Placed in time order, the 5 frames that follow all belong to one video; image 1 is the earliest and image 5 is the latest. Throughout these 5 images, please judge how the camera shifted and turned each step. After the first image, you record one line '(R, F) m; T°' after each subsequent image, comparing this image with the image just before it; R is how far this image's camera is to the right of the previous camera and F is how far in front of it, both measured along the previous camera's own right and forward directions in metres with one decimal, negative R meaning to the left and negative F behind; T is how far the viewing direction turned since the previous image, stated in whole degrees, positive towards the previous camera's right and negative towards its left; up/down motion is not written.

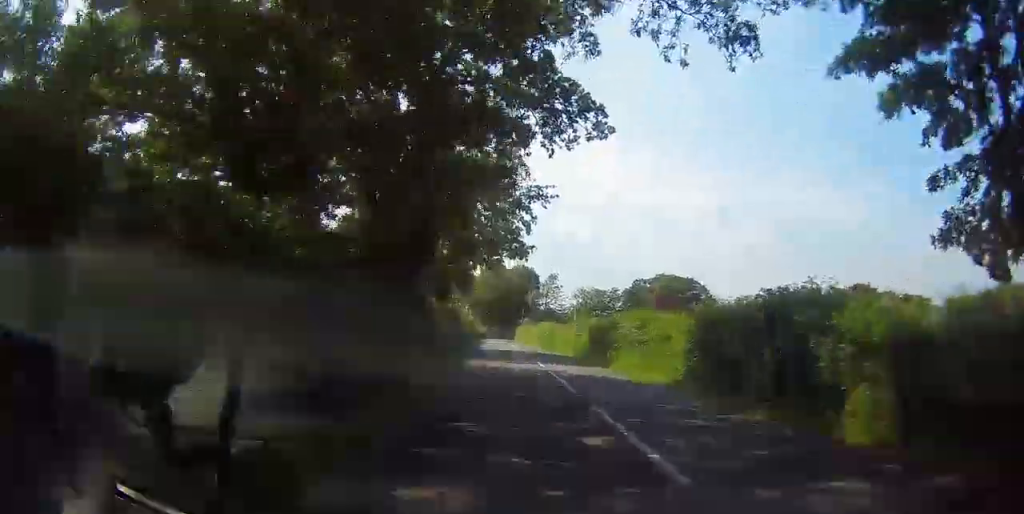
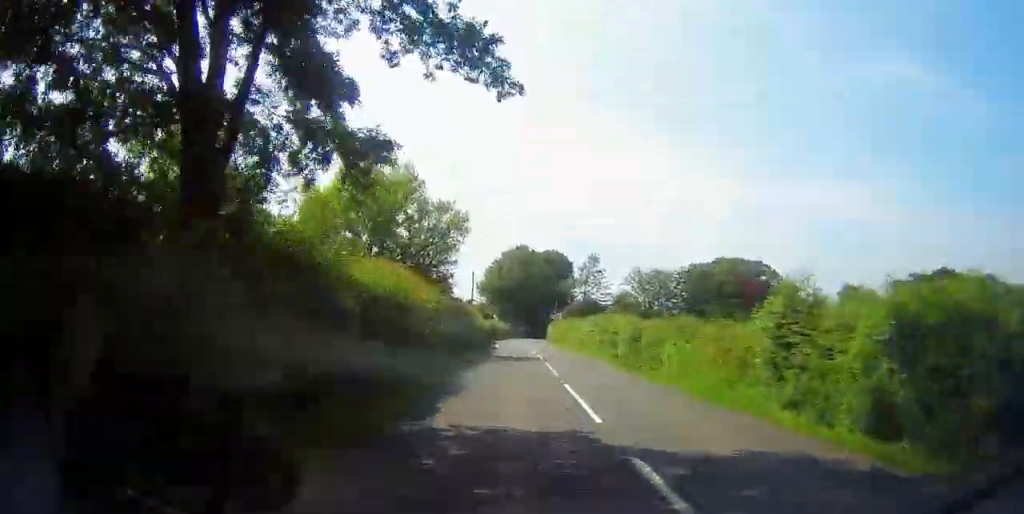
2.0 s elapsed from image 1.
(+0.2, +33.5) m; -1°
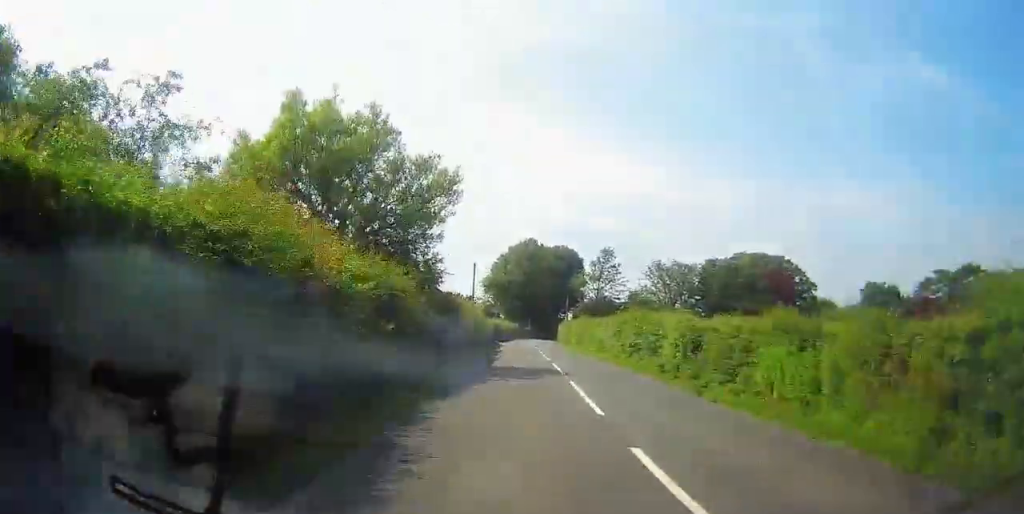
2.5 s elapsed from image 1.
(0.0, +8.7) m; -1°
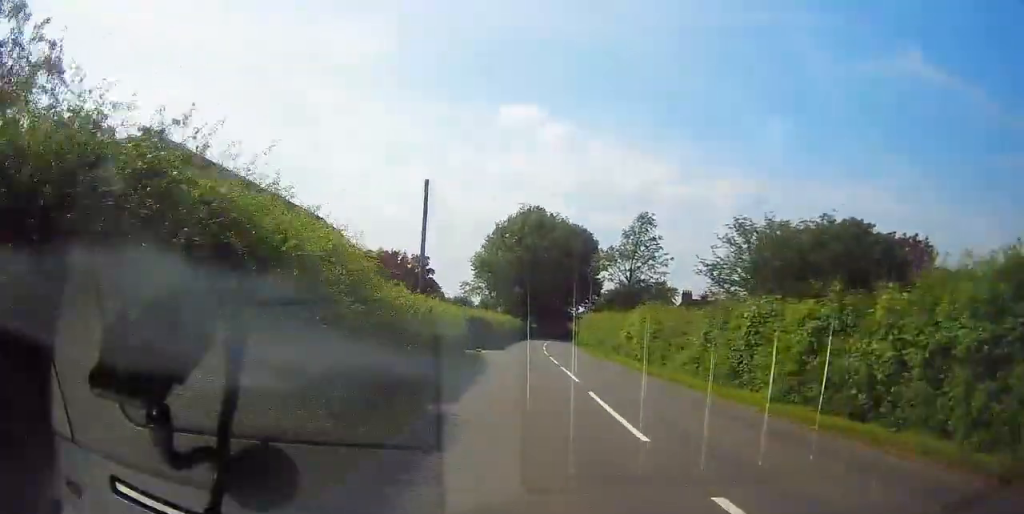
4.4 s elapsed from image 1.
(-0.6, +29.4) m; +1°
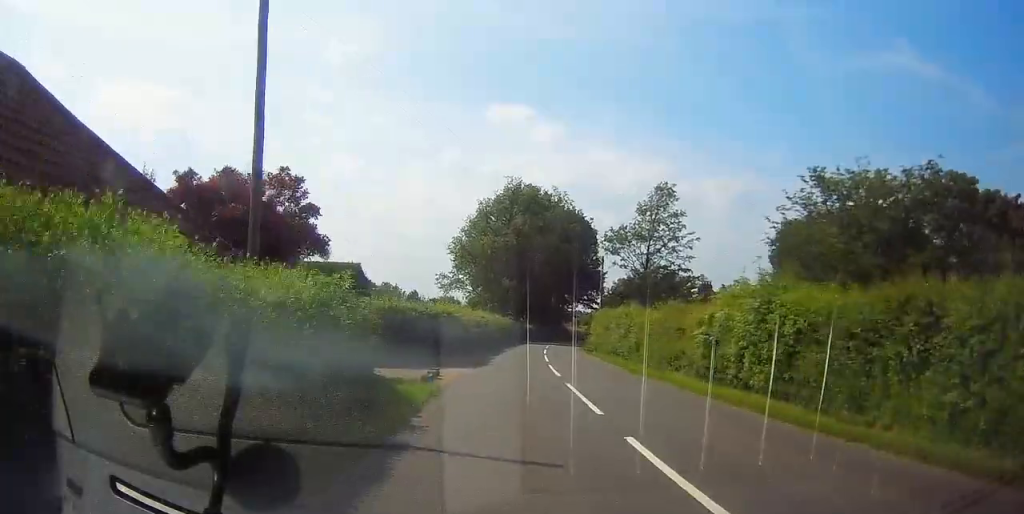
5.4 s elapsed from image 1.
(+0.3, +15.1) m; +2°
